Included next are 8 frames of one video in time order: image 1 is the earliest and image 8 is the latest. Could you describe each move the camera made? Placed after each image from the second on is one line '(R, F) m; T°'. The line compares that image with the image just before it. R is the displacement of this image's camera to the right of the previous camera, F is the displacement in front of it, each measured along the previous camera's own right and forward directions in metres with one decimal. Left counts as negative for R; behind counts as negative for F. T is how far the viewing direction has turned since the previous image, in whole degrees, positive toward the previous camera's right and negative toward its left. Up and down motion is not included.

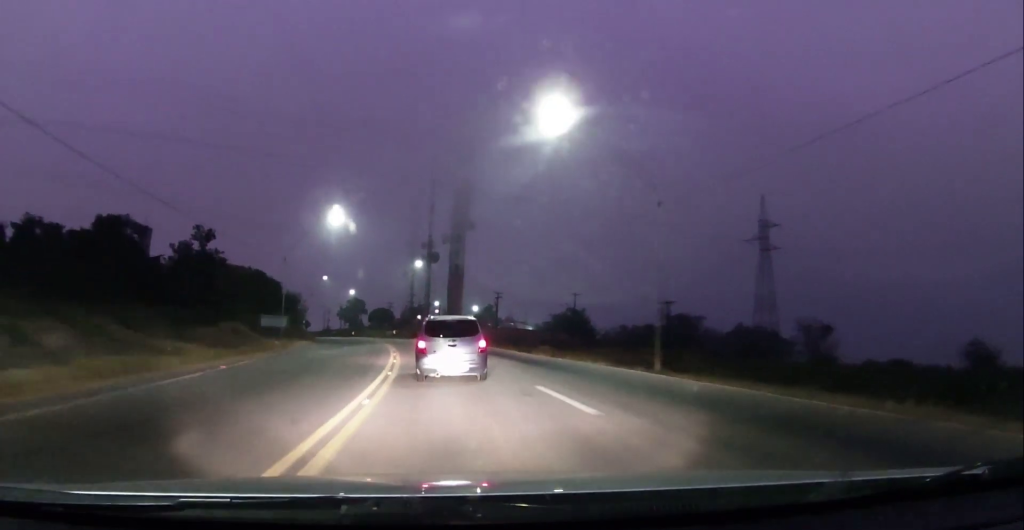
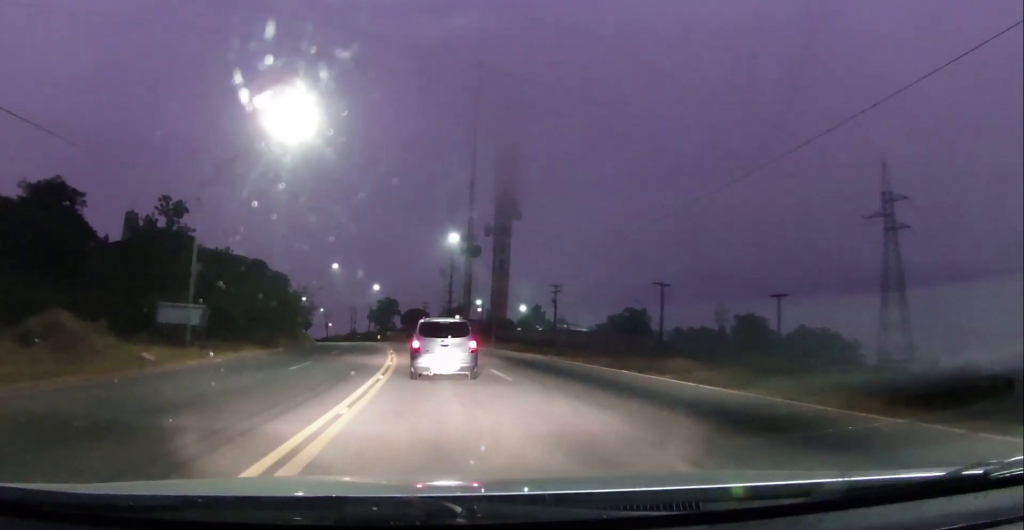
(-0.4, +25.0) m; -1°
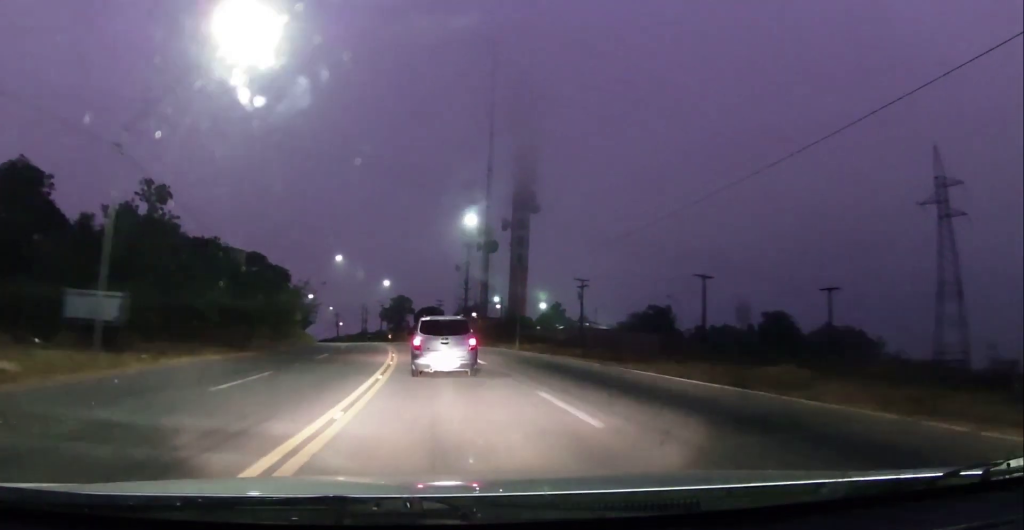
(0.0, +8.7) m; -2°
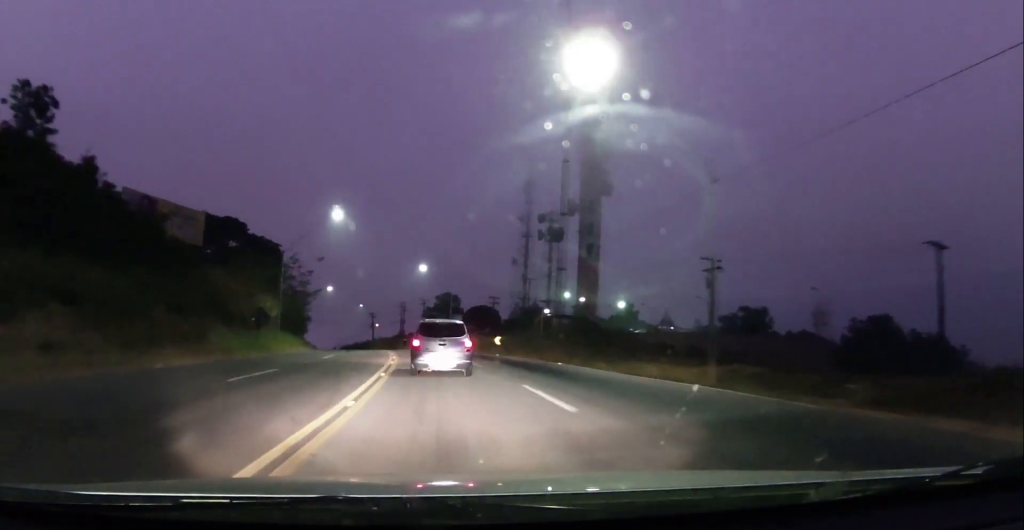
(-1.7, +30.3) m; -7°
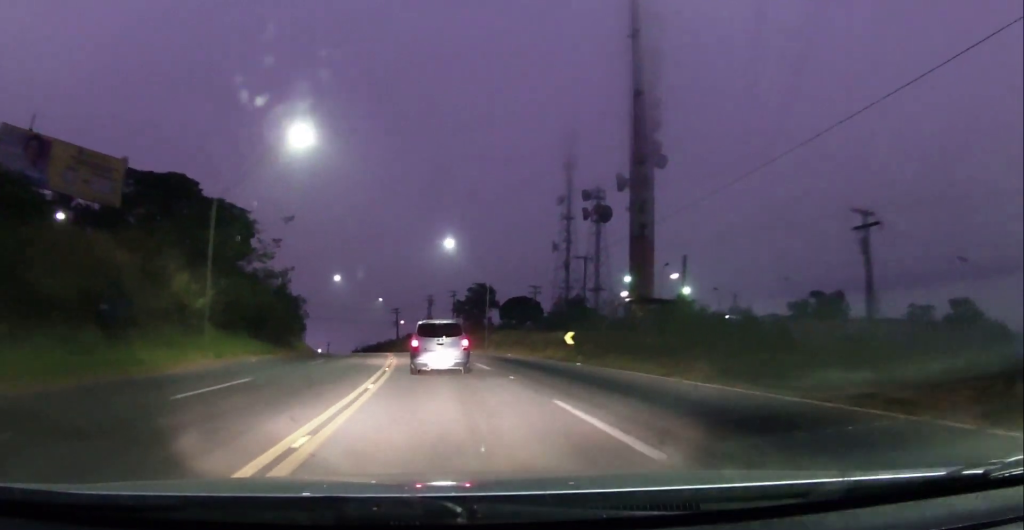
(-0.3, +20.1) m; -2°
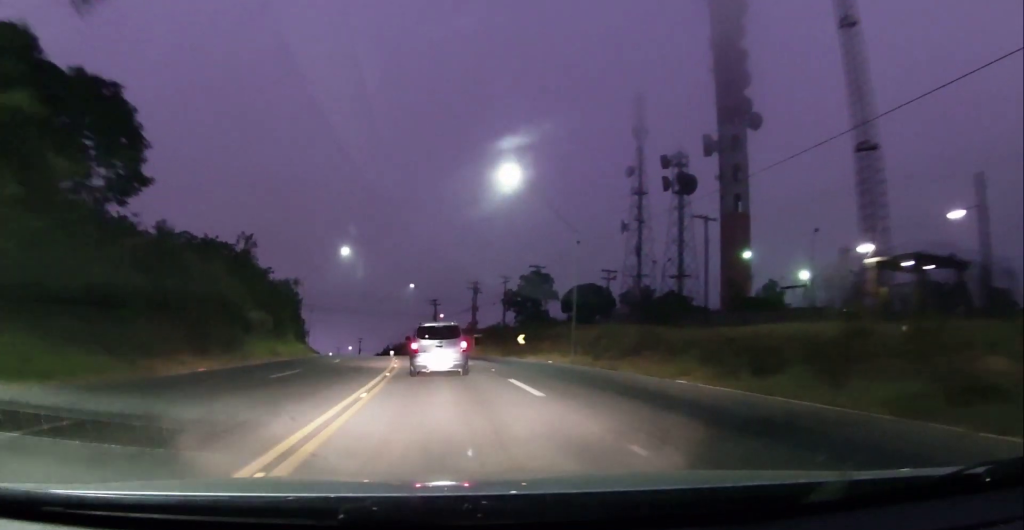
(-0.9, +25.7) m; -4°
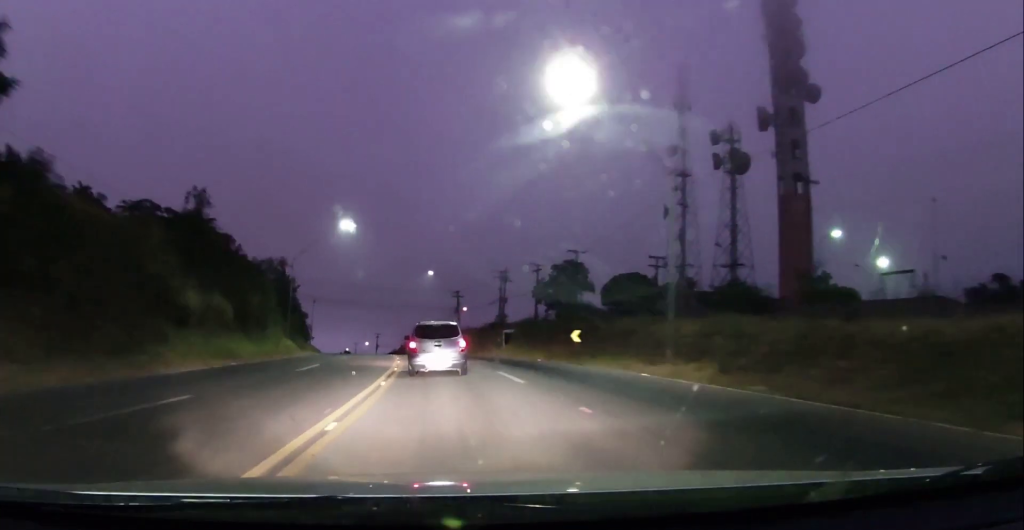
(-0.1, +12.8) m; -1°
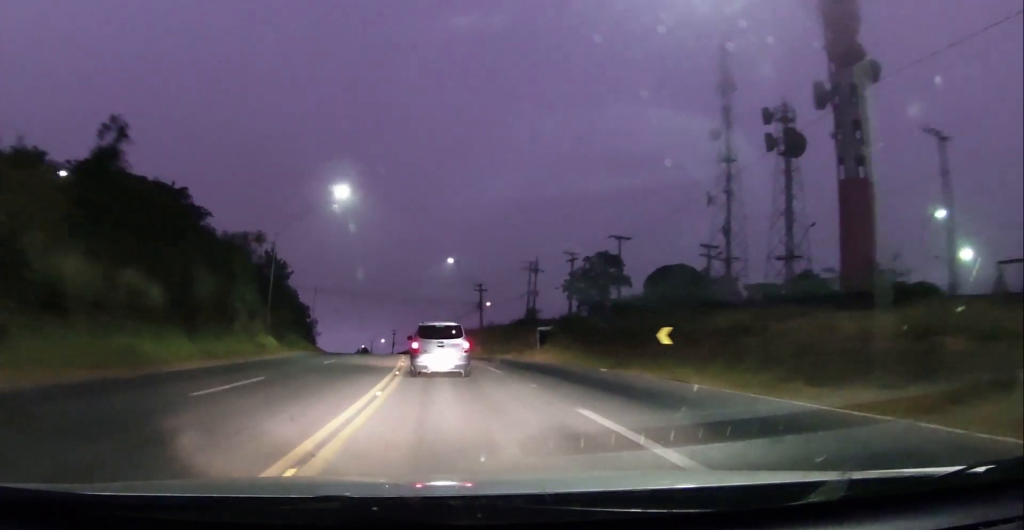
(+0.1, +11.0) m; -1°
